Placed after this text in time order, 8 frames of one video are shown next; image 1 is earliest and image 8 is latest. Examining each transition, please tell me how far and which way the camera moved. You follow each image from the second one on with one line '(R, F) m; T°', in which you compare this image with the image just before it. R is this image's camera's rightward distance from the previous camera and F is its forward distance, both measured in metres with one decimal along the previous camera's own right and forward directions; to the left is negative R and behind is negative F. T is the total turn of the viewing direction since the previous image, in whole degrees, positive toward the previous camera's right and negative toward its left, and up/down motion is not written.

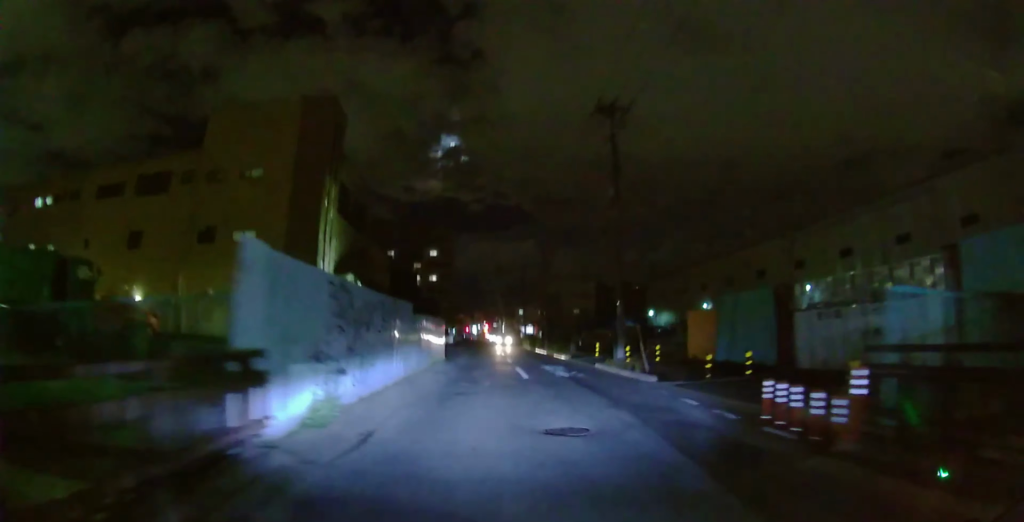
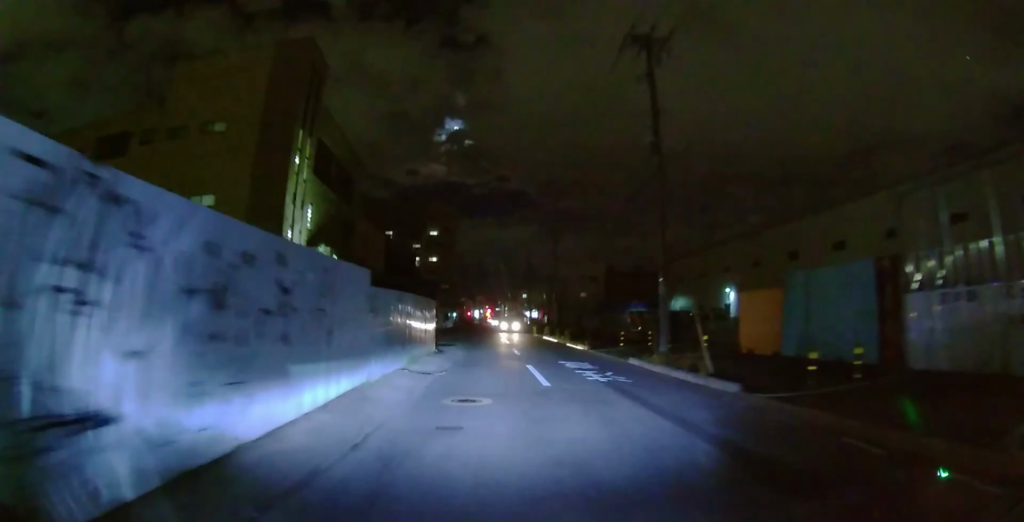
(0.0, +5.7) m; 0°
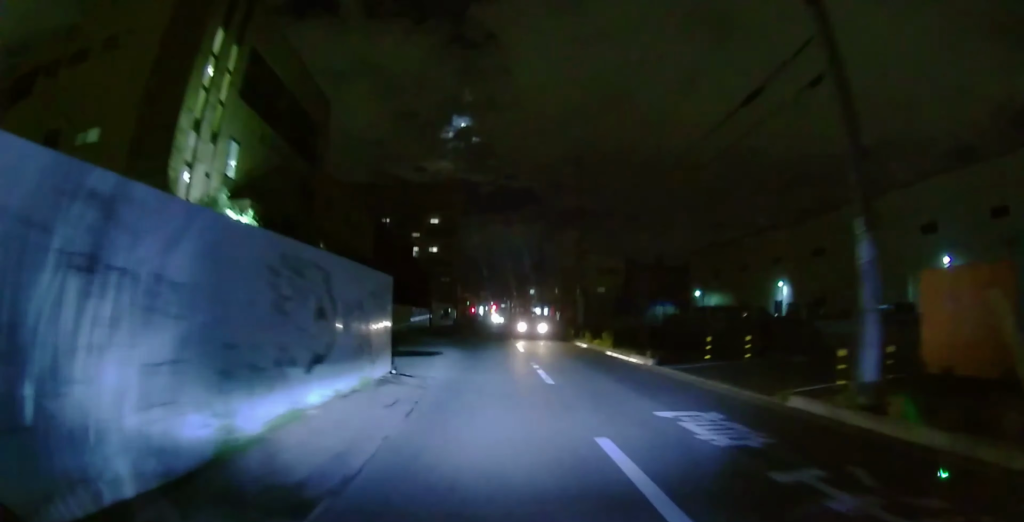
(0.0, +10.2) m; 0°
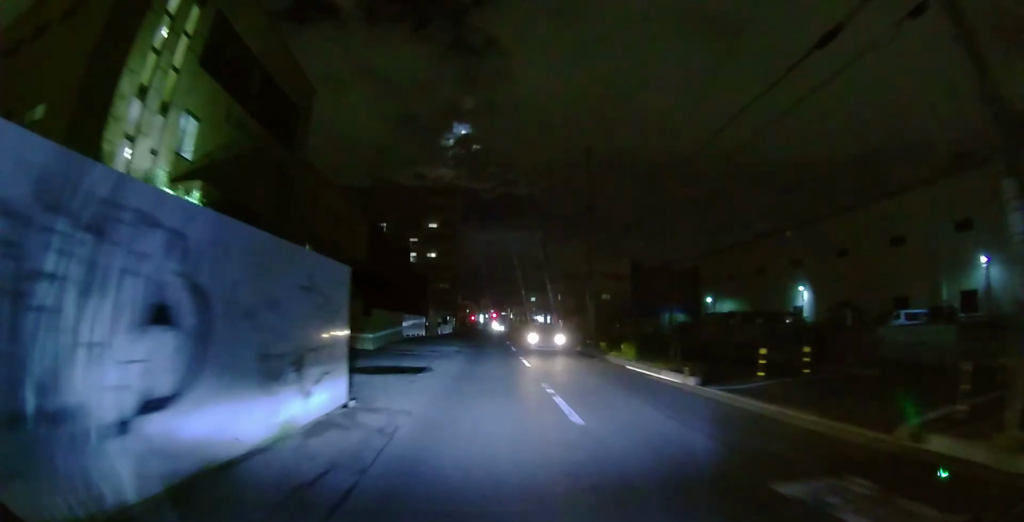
(0.0, +3.4) m; 0°
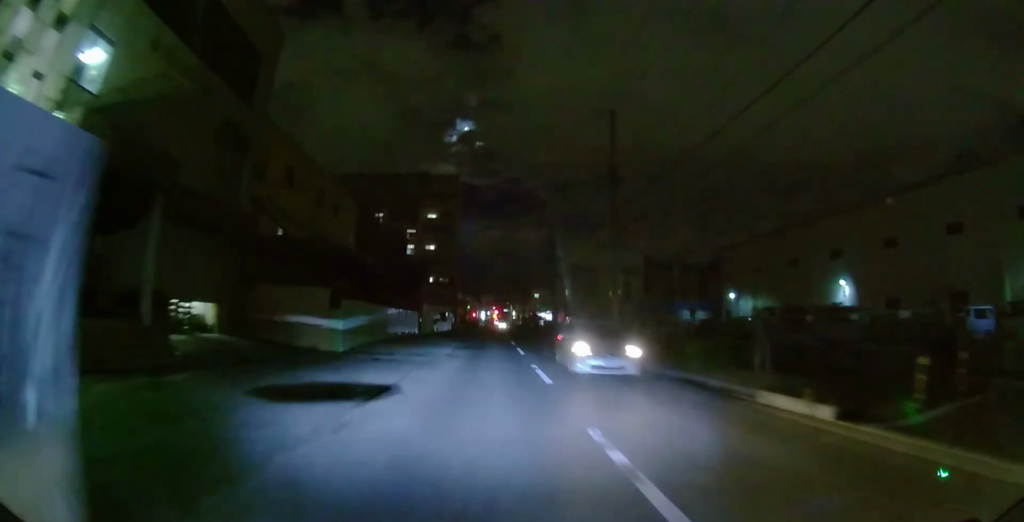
(0.0, +5.7) m; 0°
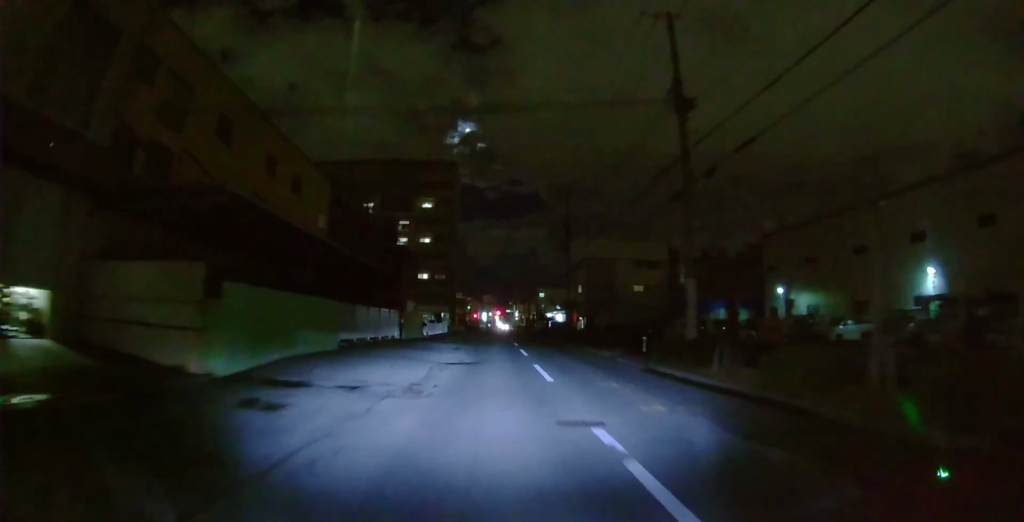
(0.0, +9.4) m; -1°
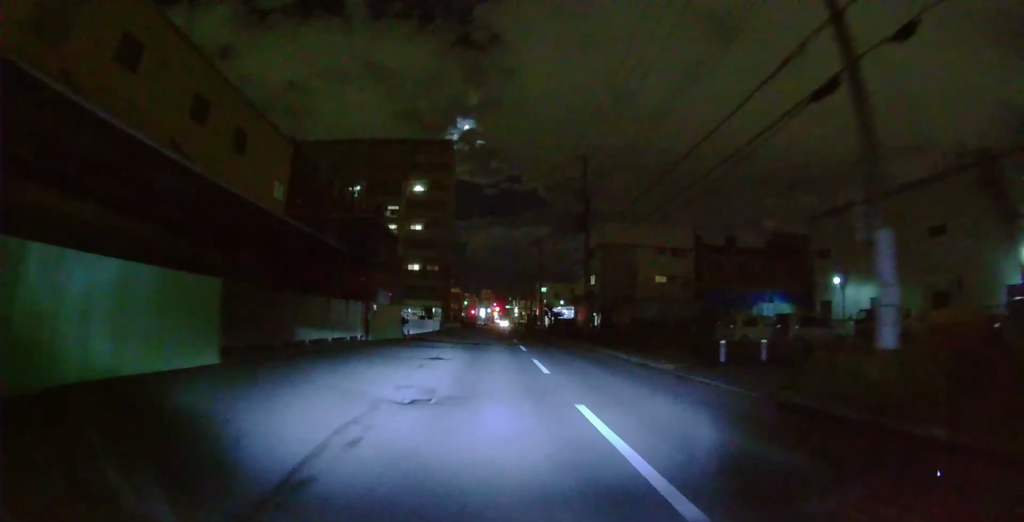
(-0.1, +8.8) m; 0°
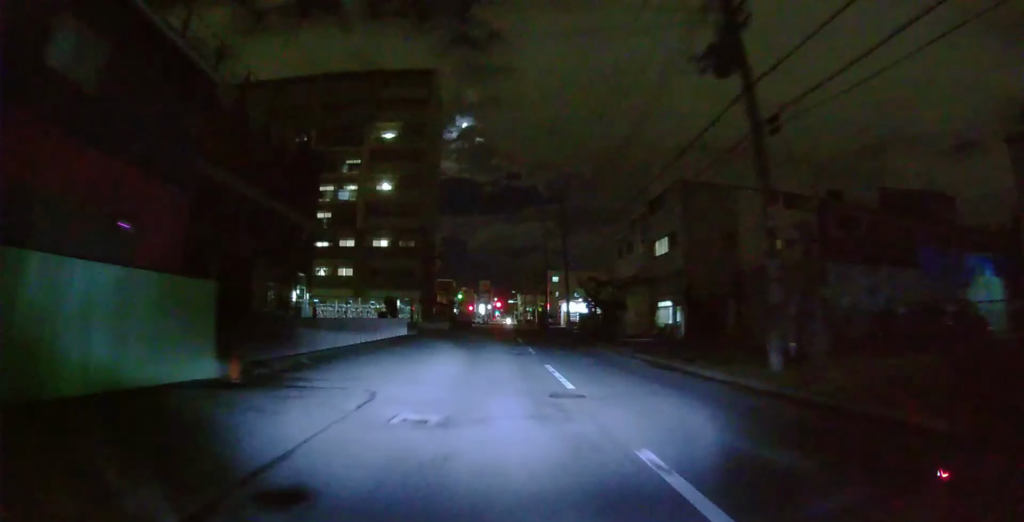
(+0.5, +22.6) m; +2°
